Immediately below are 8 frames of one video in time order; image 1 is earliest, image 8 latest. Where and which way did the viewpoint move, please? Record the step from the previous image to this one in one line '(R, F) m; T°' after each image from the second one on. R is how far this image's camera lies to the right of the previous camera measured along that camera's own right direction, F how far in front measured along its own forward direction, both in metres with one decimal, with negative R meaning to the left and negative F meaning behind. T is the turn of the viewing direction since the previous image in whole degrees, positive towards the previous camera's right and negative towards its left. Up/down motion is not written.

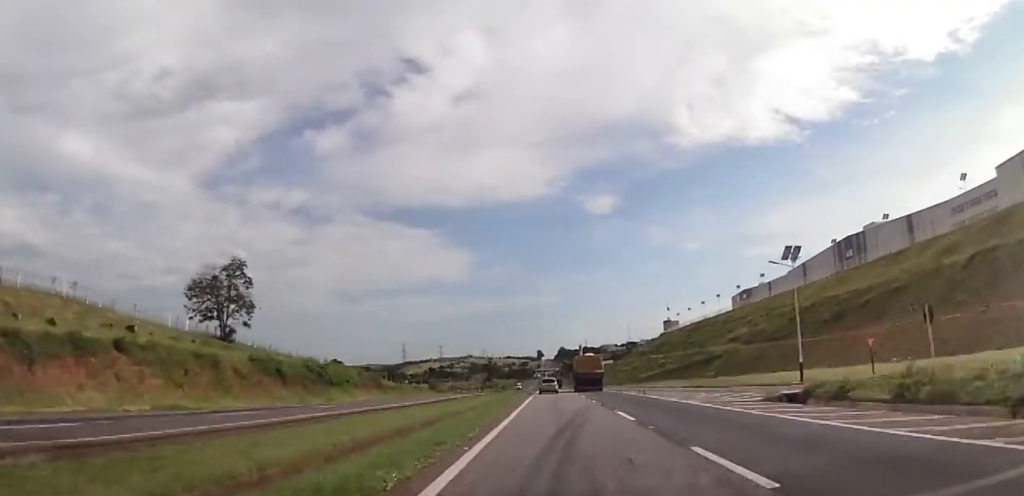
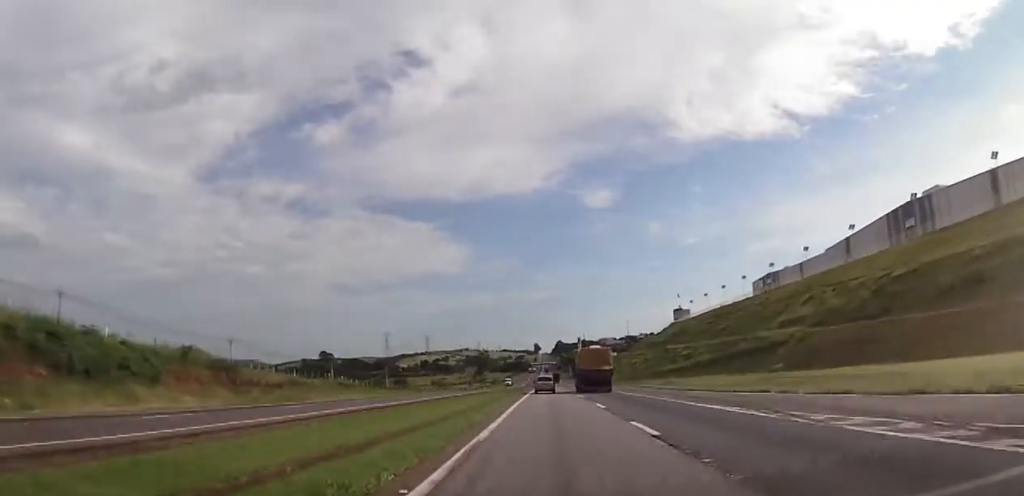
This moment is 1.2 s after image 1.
(0.0, +42.1) m; +1°
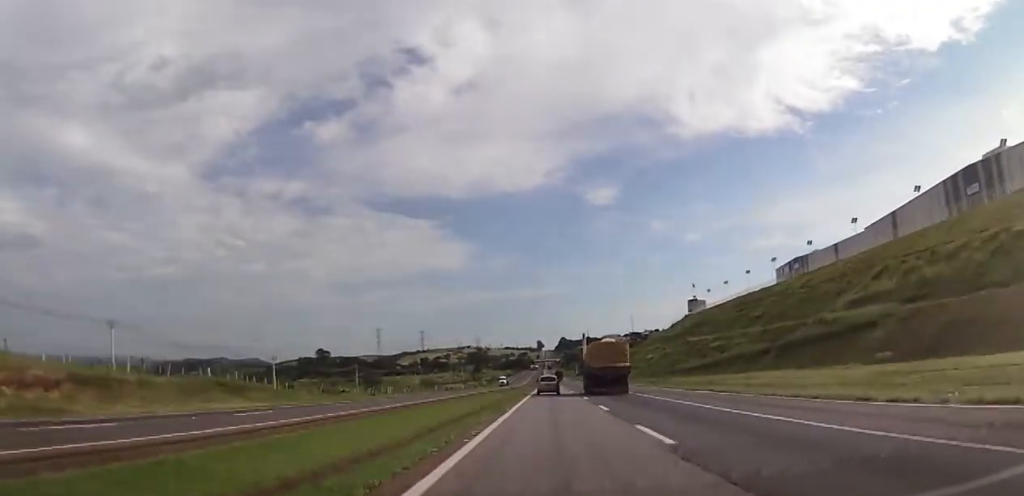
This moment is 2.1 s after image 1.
(+0.3, +30.4) m; 0°
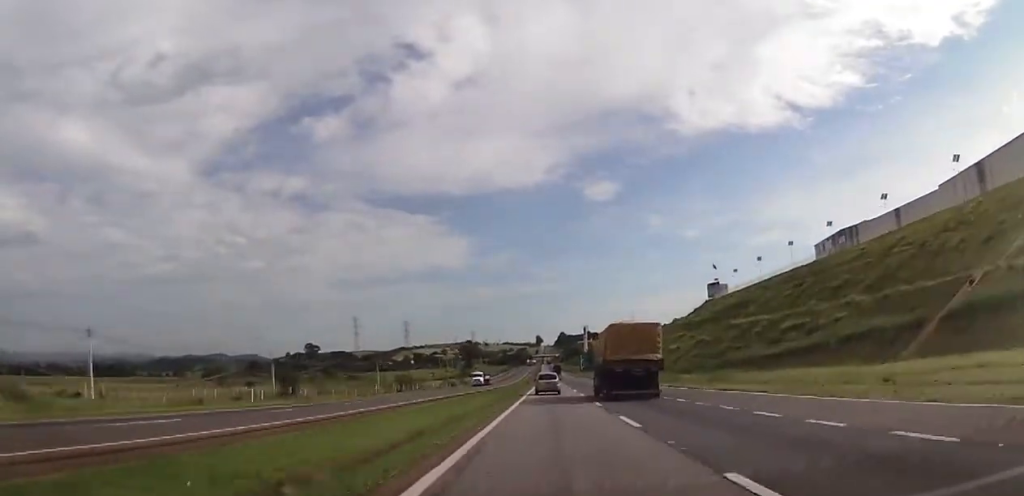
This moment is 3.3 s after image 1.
(-0.4, +45.0) m; -1°
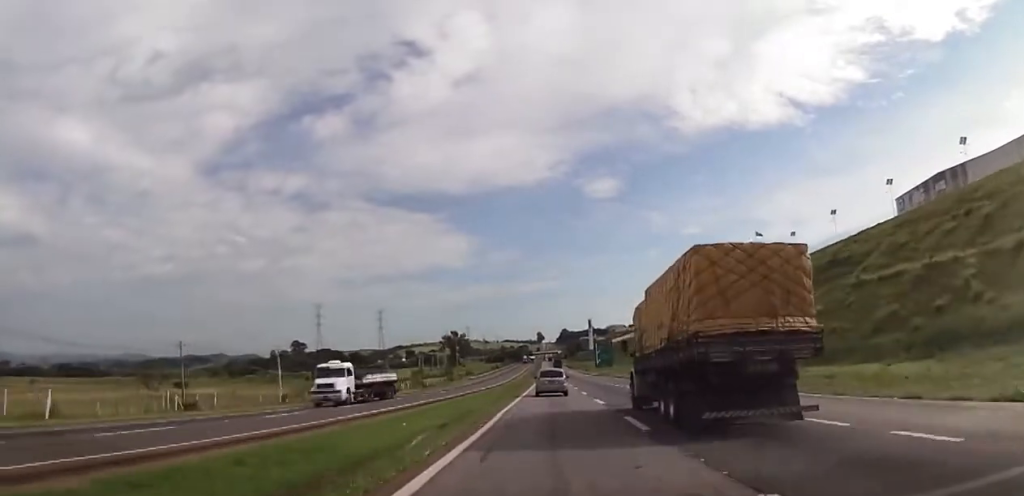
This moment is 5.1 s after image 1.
(-0.1, +62.6) m; 0°
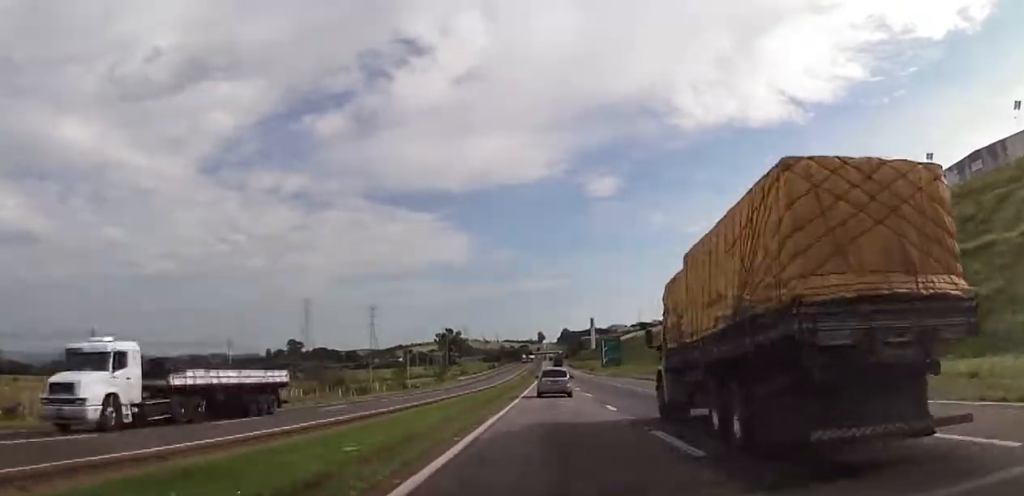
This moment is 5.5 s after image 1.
(-0.1, +17.0) m; 0°
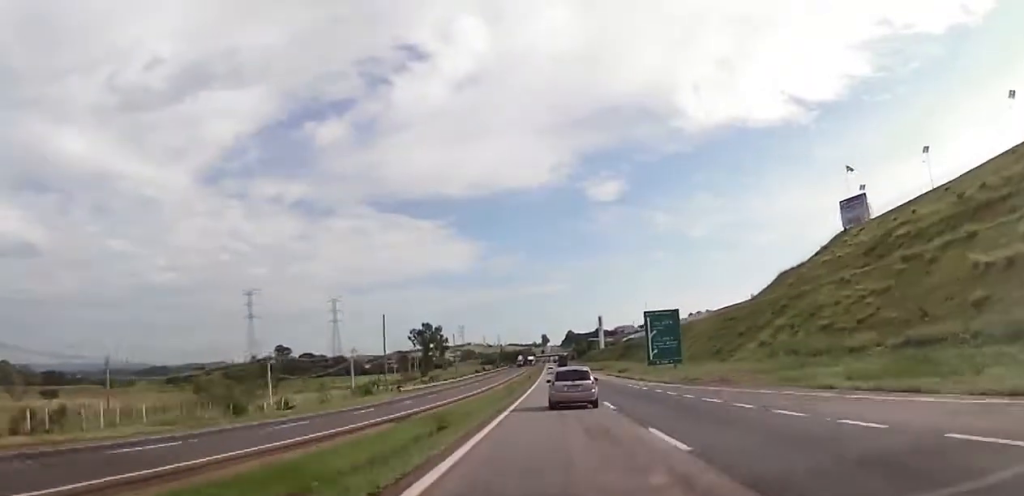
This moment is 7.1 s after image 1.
(+0.2, +58.8) m; 0°
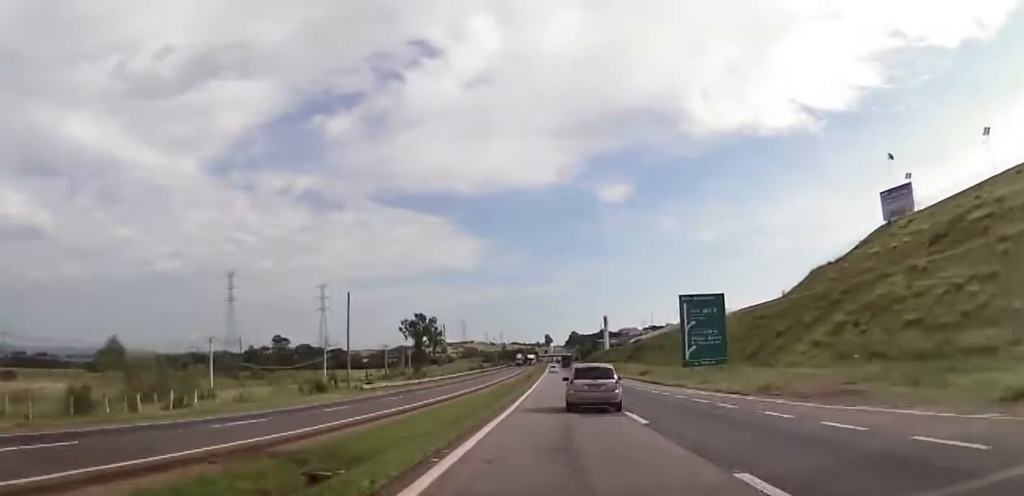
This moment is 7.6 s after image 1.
(-0.1, +18.5) m; 0°
